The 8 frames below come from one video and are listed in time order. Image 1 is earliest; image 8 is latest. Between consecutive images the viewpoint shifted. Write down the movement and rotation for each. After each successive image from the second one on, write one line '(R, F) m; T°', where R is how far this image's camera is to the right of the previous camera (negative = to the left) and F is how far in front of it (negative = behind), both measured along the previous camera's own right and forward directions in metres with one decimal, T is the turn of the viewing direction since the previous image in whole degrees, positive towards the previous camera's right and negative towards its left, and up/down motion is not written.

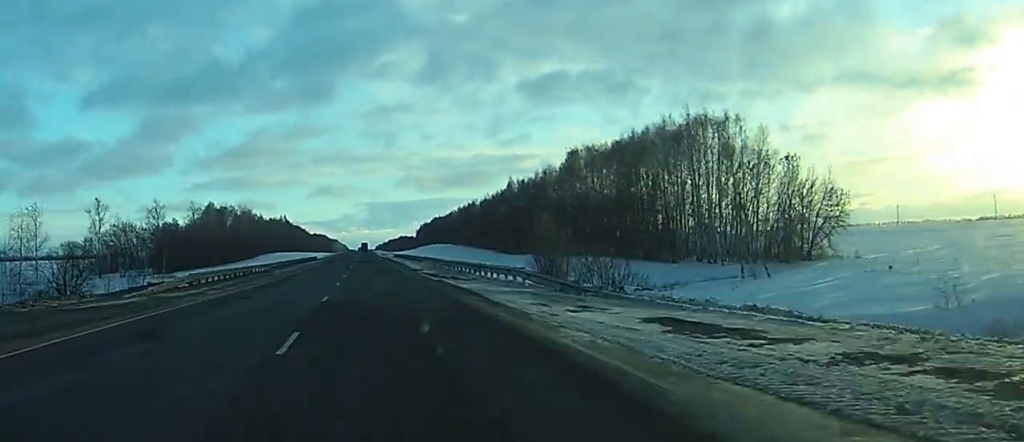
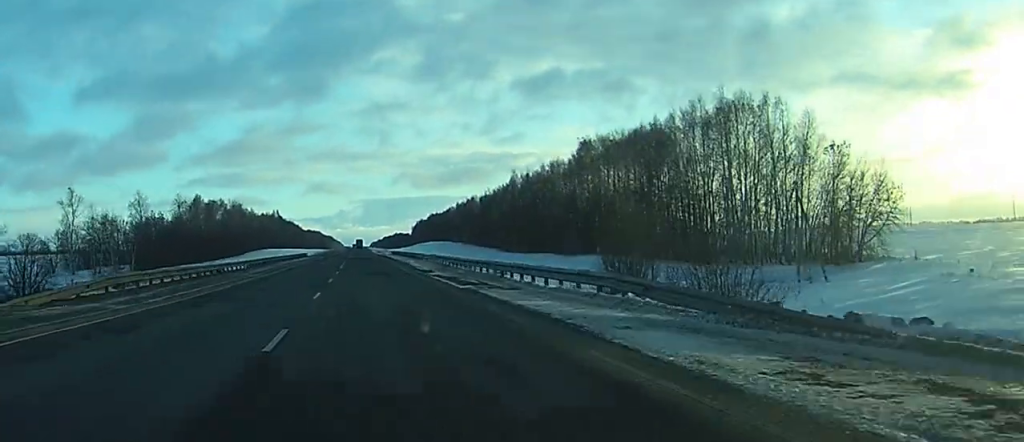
(0.0, +12.7) m; 0°
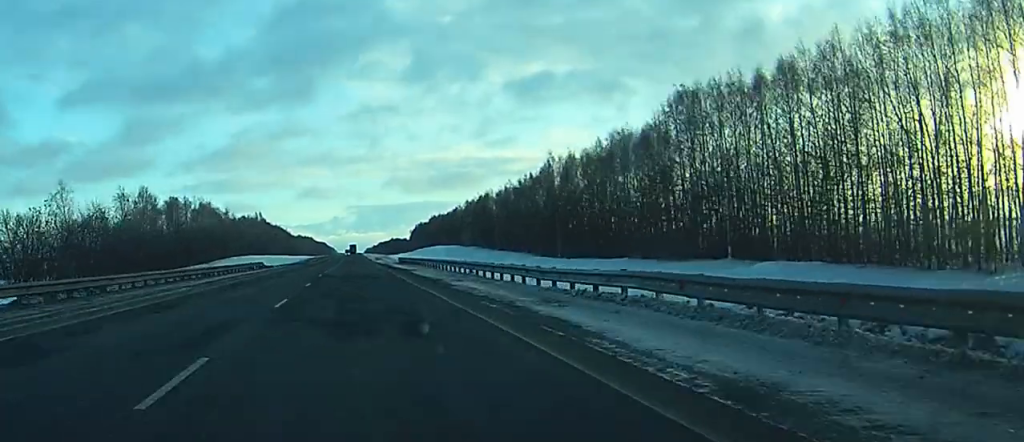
(+0.2, +51.9) m; +1°
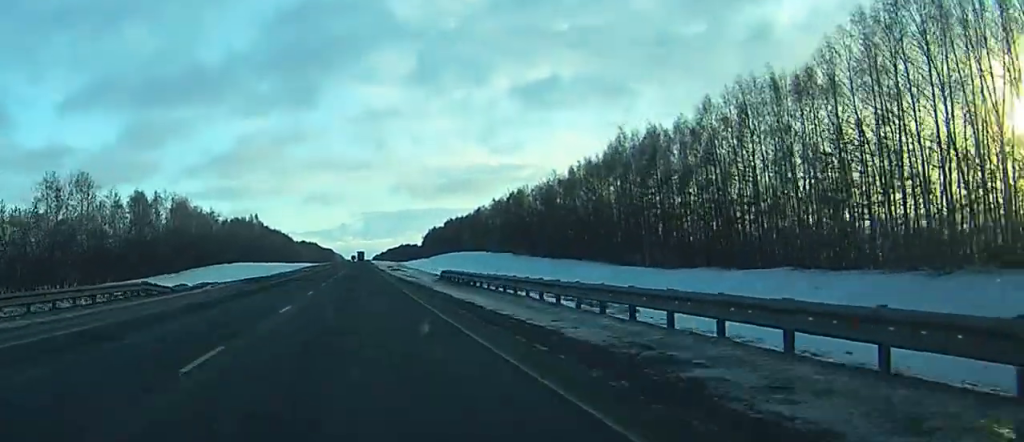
(-0.1, +45.3) m; -1°
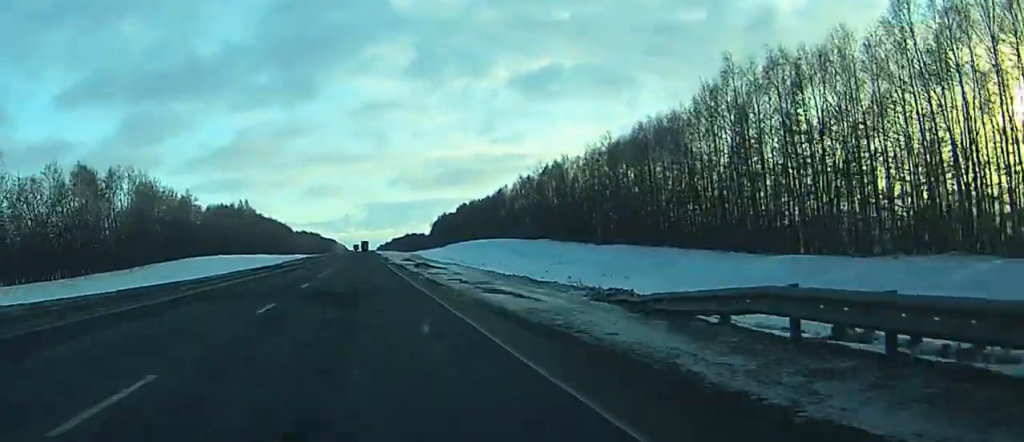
(+0.2, +40.5) m; +1°
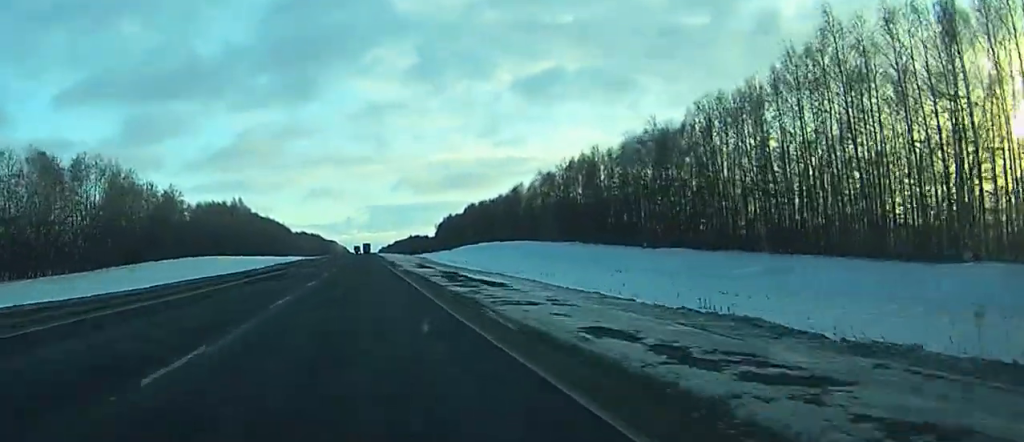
(+0.3, +21.8) m; 0°
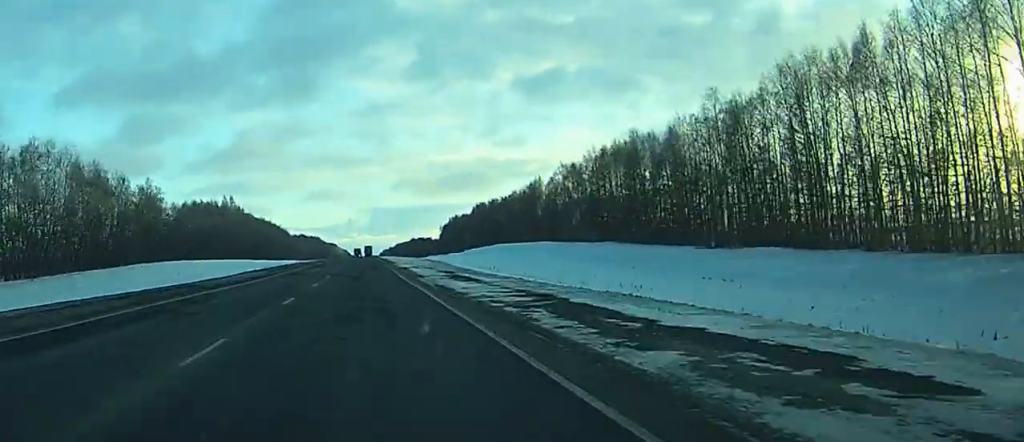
(-0.4, +22.8) m; -1°
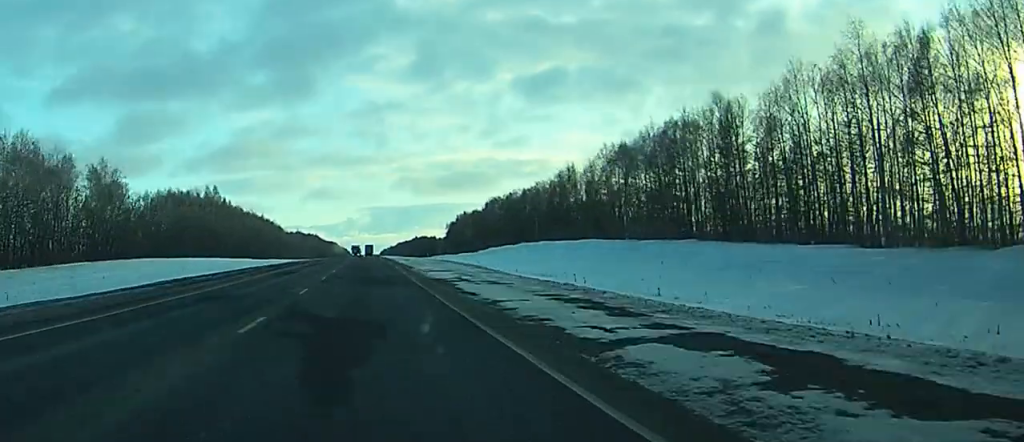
(+0.1, +32.7) m; 0°
